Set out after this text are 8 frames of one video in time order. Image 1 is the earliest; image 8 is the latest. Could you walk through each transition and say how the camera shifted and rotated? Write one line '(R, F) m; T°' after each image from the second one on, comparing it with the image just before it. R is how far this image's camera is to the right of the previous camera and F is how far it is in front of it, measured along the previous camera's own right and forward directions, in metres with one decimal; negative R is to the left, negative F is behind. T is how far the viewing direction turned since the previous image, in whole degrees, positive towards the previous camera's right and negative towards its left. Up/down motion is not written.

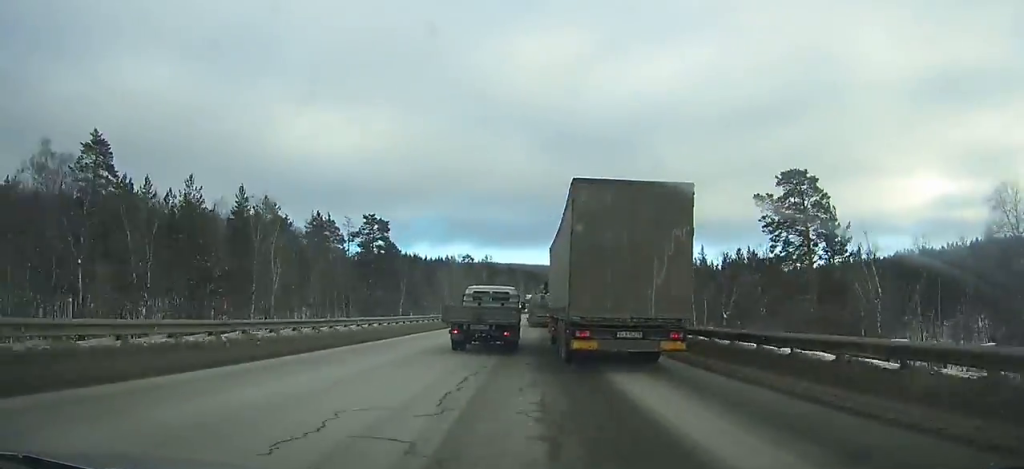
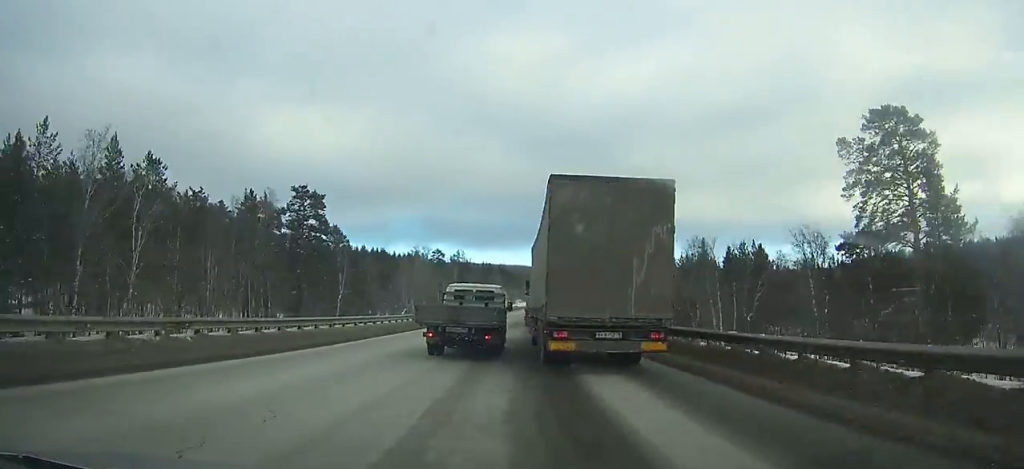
(+0.6, +19.9) m; +1°
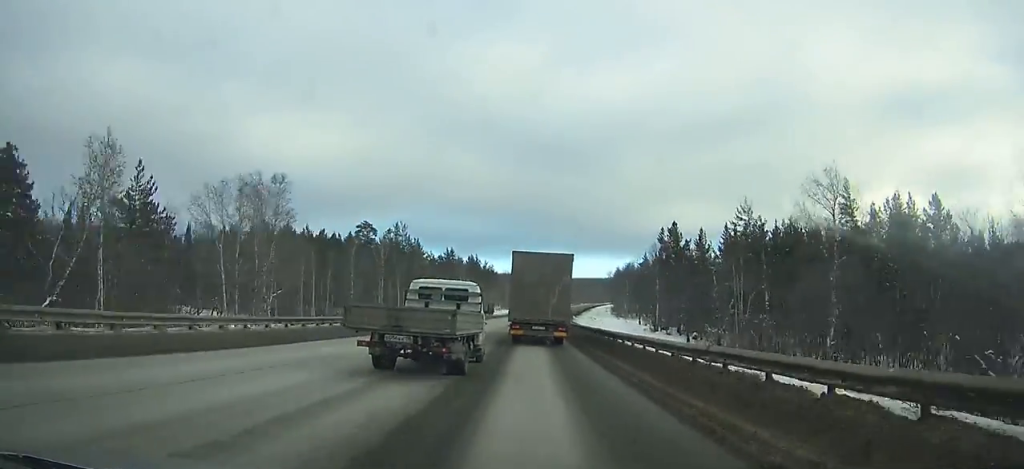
(+2.2, +80.9) m; +2°
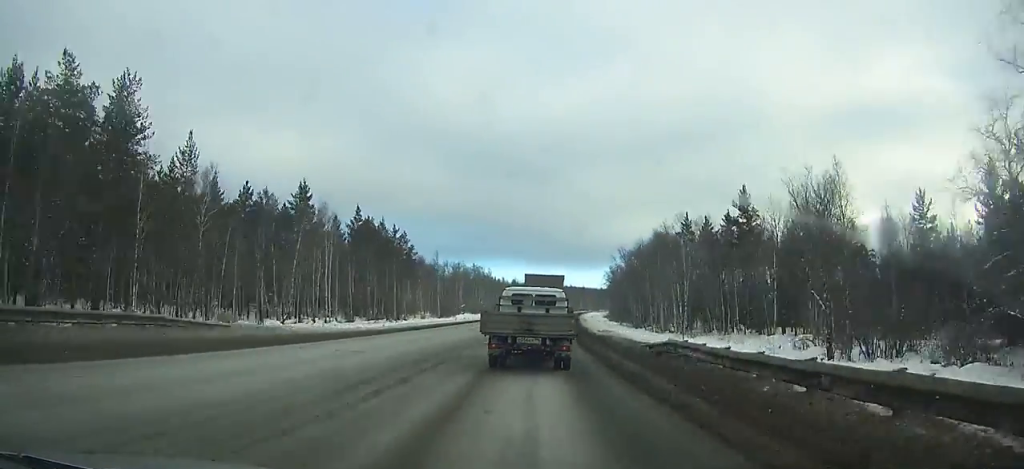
(+2.1, +84.1) m; +3°
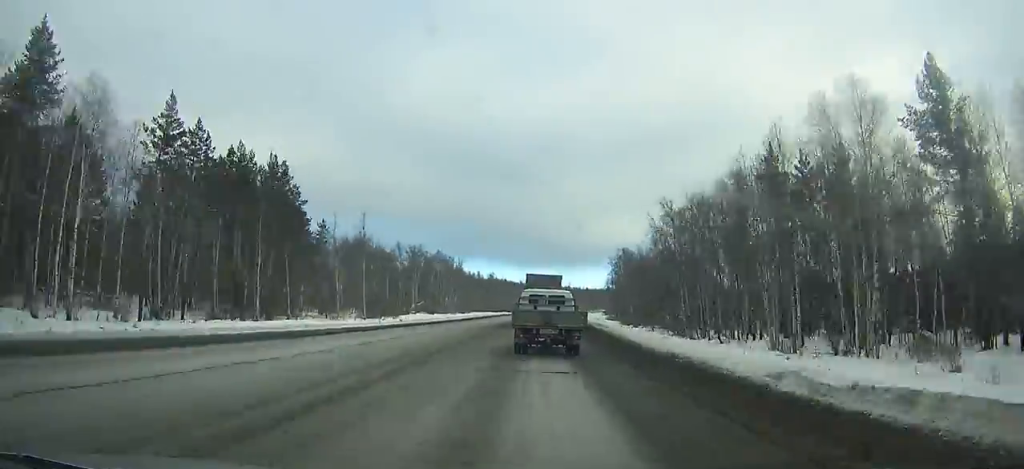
(+0.6, +42.6) m; +2°
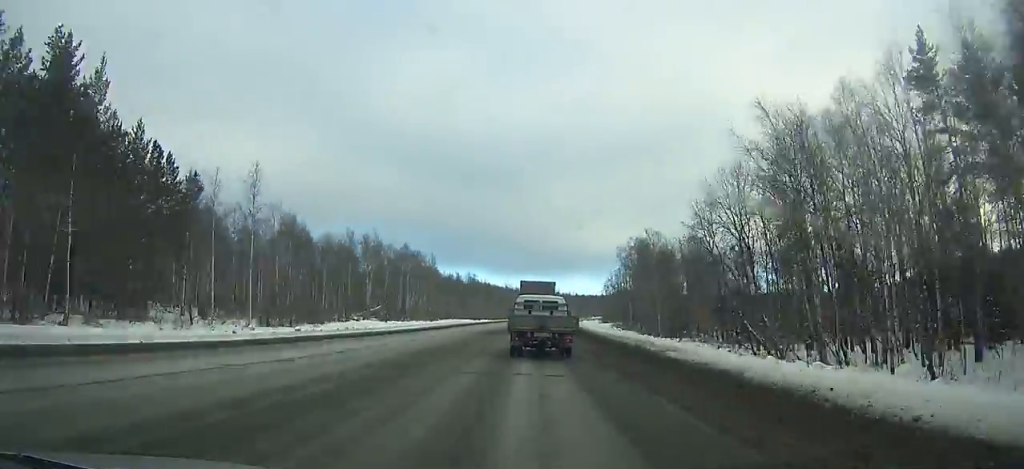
(+0.4, +27.3) m; +1°
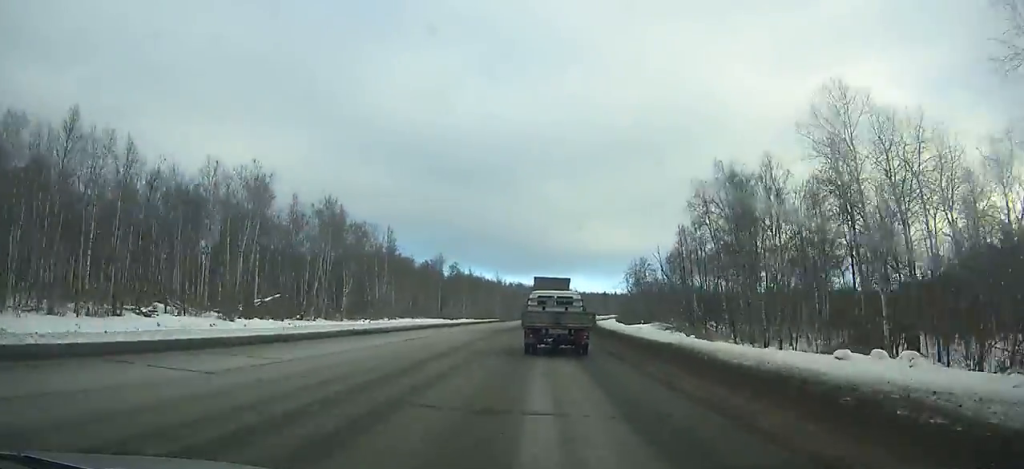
(+0.6, +44.0) m; +2°
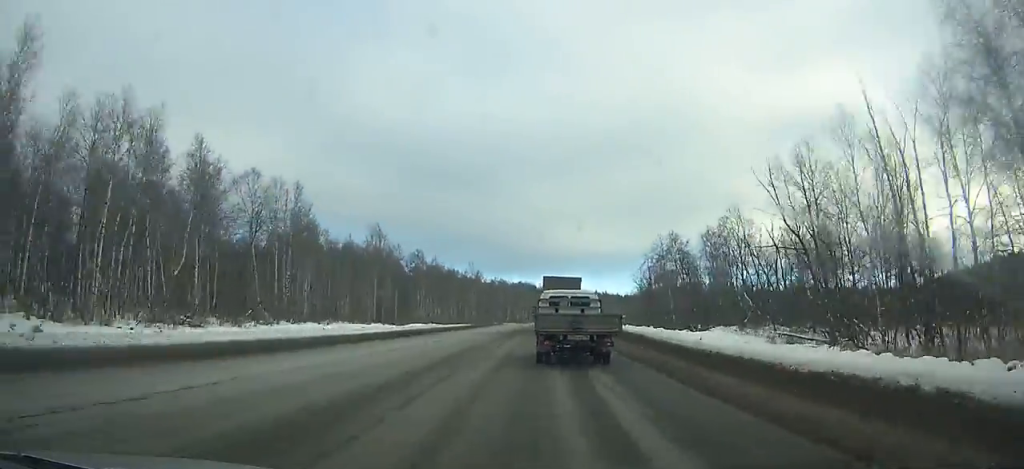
(+0.2, +37.0) m; +1°
